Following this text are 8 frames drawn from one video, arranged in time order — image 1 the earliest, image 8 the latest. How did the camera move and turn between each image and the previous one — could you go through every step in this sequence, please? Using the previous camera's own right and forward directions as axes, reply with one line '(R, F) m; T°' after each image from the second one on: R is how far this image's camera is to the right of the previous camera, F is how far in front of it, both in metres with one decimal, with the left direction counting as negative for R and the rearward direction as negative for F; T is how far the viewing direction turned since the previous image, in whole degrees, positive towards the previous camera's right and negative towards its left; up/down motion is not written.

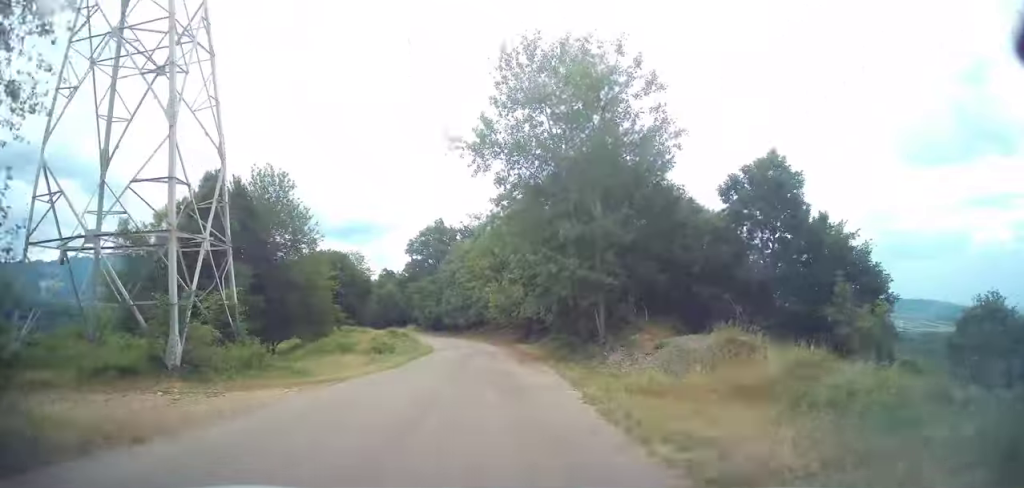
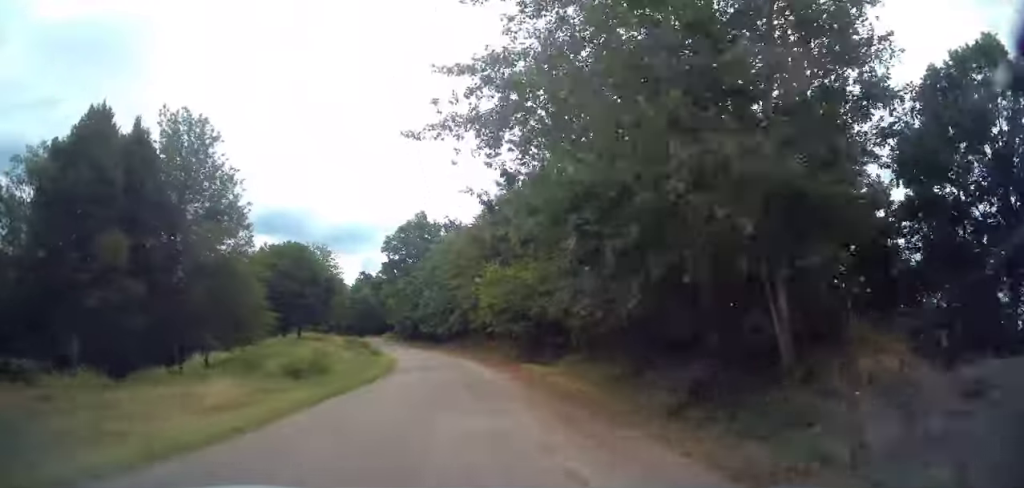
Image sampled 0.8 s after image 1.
(0.0, +12.1) m; +1°
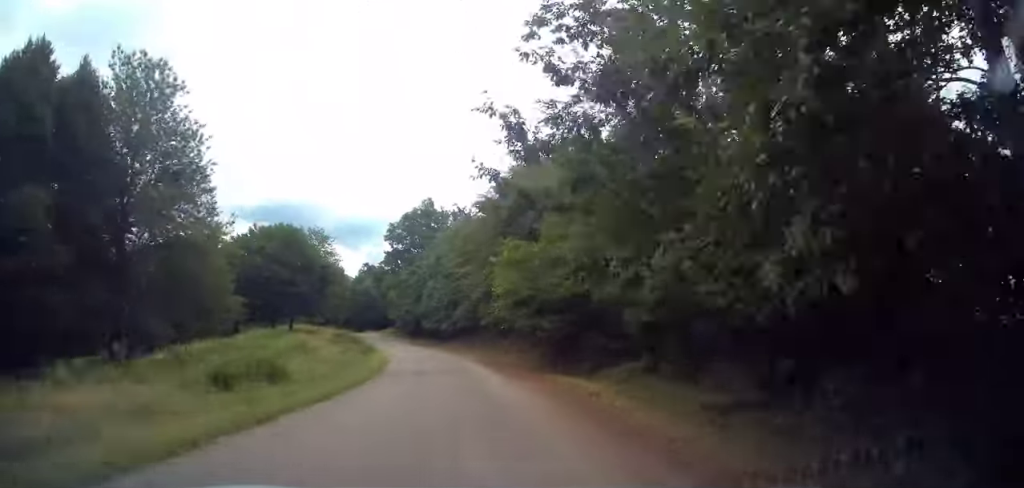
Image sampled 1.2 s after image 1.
(+0.1, +5.9) m; 0°
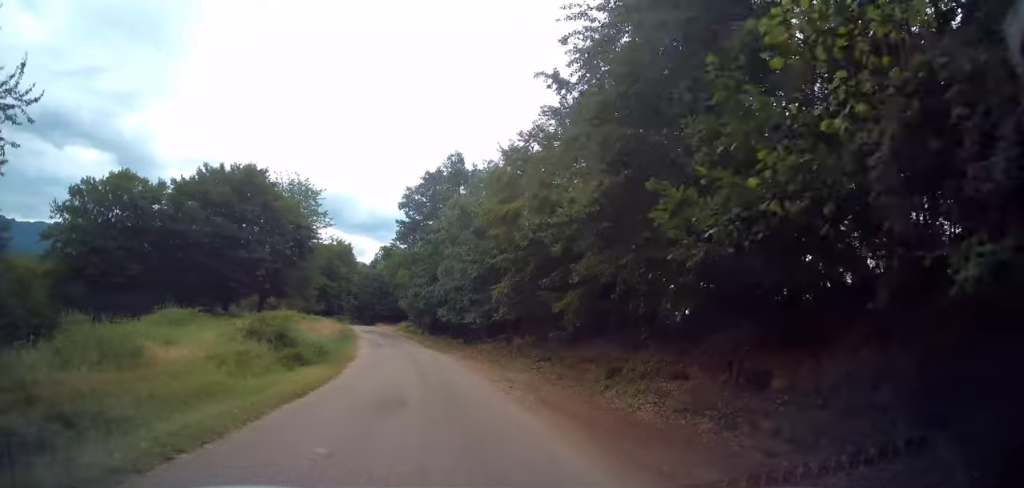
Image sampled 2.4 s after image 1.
(-0.1, +17.7) m; -1°
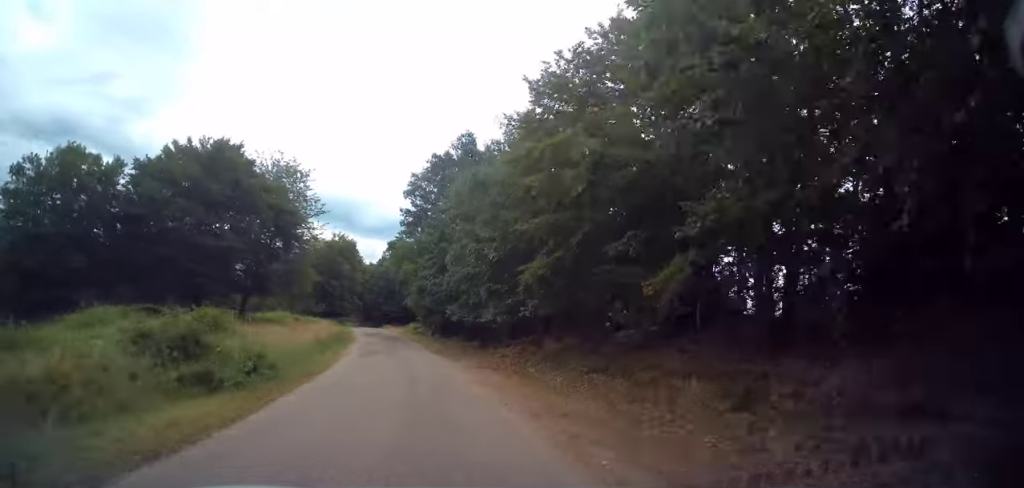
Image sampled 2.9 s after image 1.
(-0.1, +6.4) m; -1°
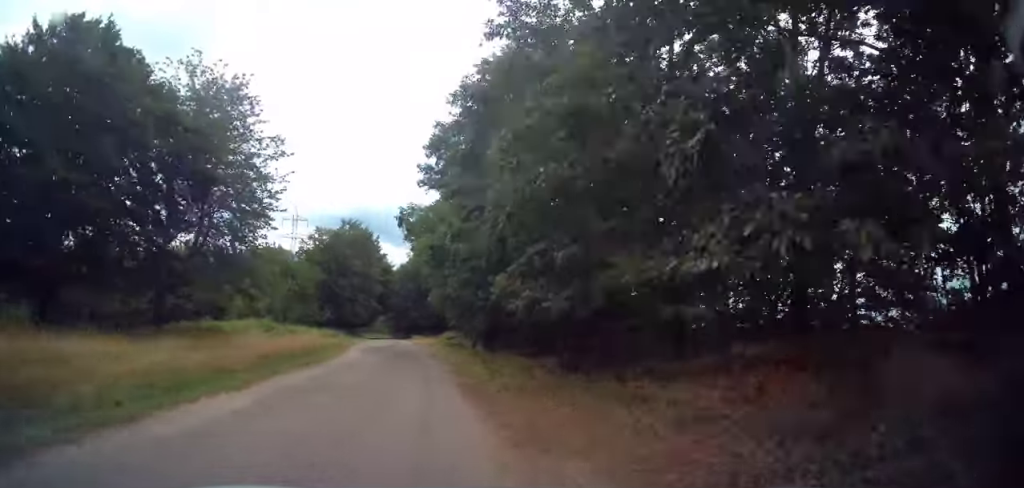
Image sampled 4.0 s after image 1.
(-0.2, +16.3) m; -5°
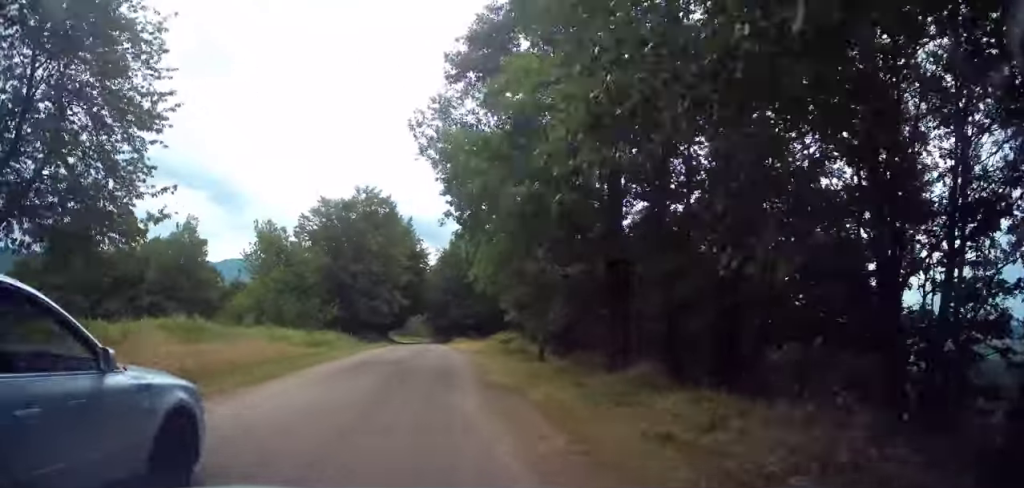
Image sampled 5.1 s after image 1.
(-1.2, +15.3) m; -6°
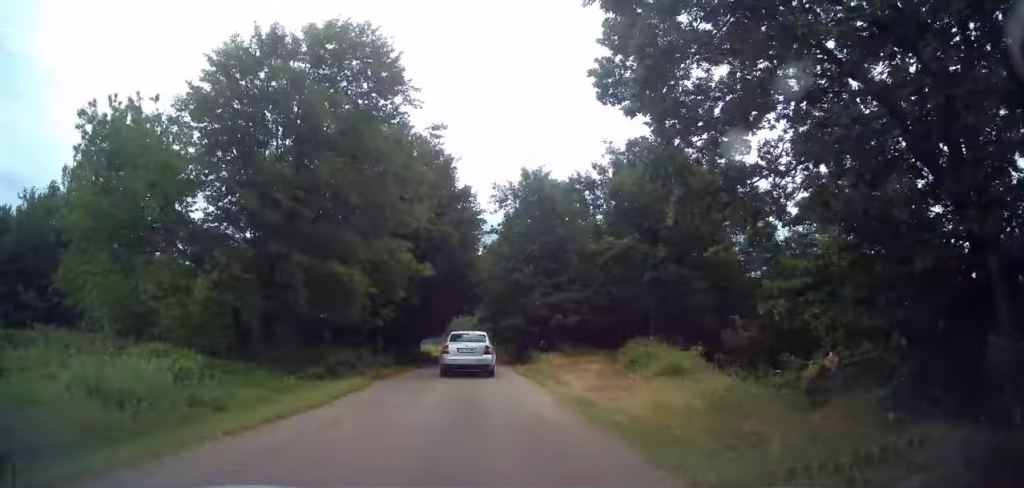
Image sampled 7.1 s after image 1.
(-1.1, +26.5) m; -4°
